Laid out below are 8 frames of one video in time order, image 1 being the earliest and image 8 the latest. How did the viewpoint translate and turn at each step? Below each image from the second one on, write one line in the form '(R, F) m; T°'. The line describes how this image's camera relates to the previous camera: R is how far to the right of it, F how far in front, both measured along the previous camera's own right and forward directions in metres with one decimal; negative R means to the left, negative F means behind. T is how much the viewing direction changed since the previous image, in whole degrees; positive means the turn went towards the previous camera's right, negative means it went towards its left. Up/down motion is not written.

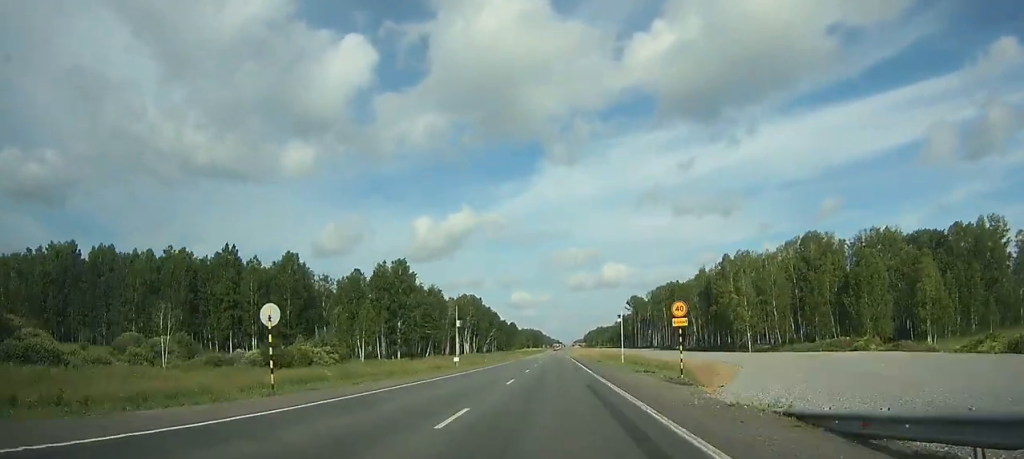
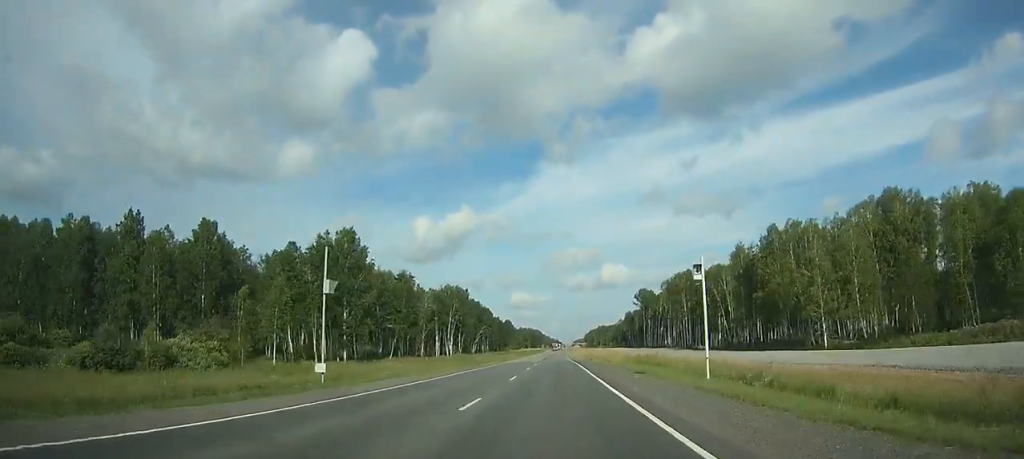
(-0.1, +32.9) m; 0°
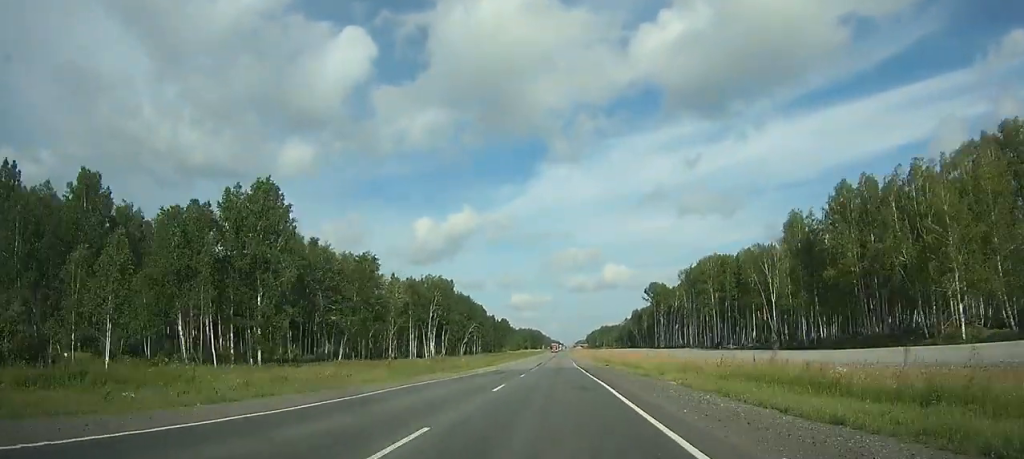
(-0.1, +29.8) m; 0°
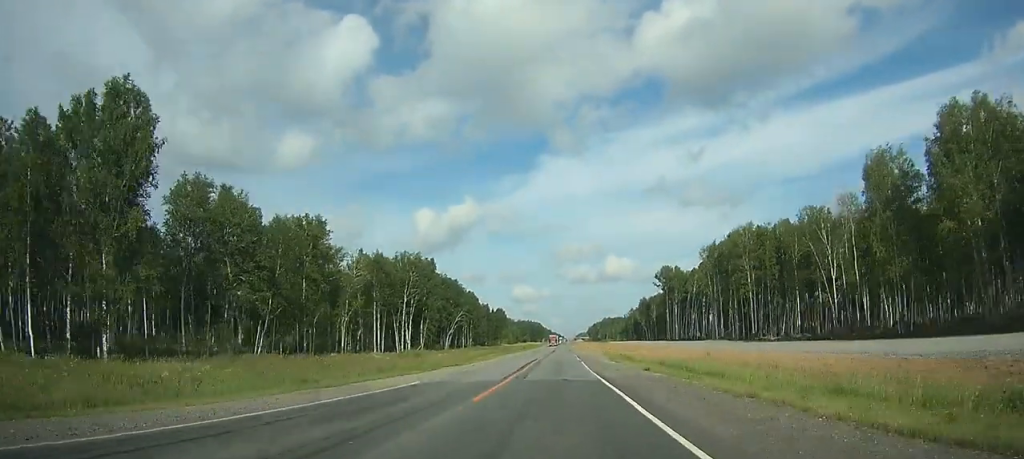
(0.0, +26.2) m; 0°
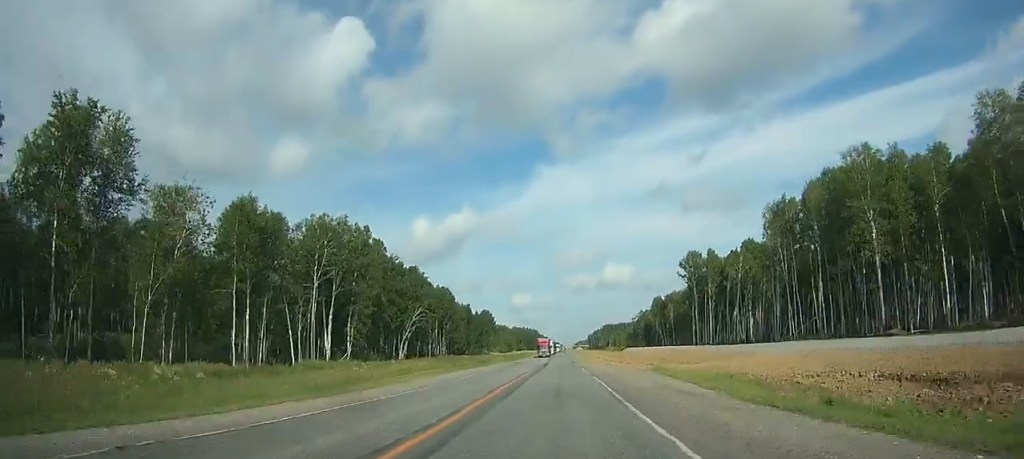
(+0.3, +46.4) m; +1°
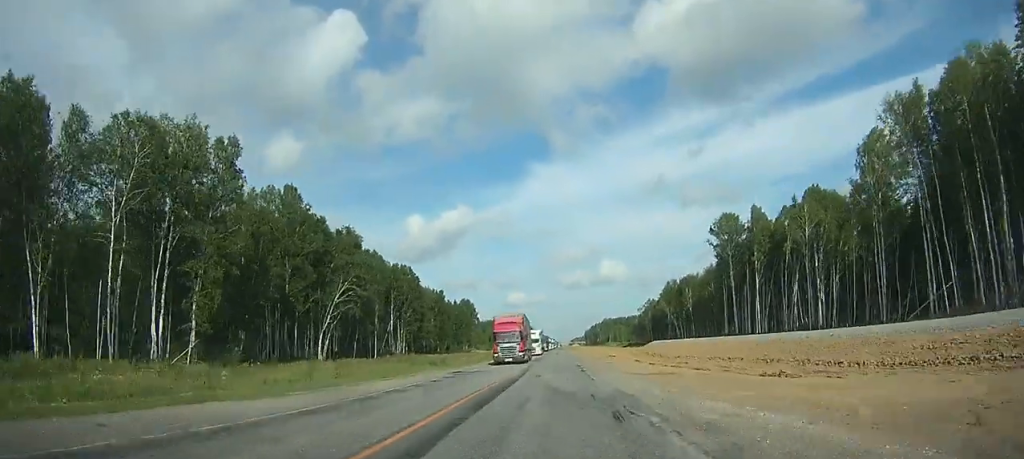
(+0.4, +41.1) m; 0°
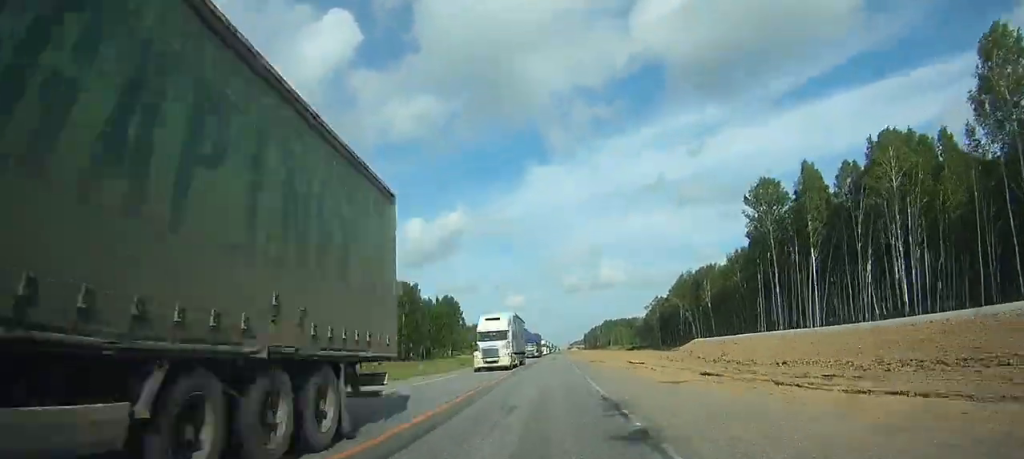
(-0.3, +27.8) m; -1°
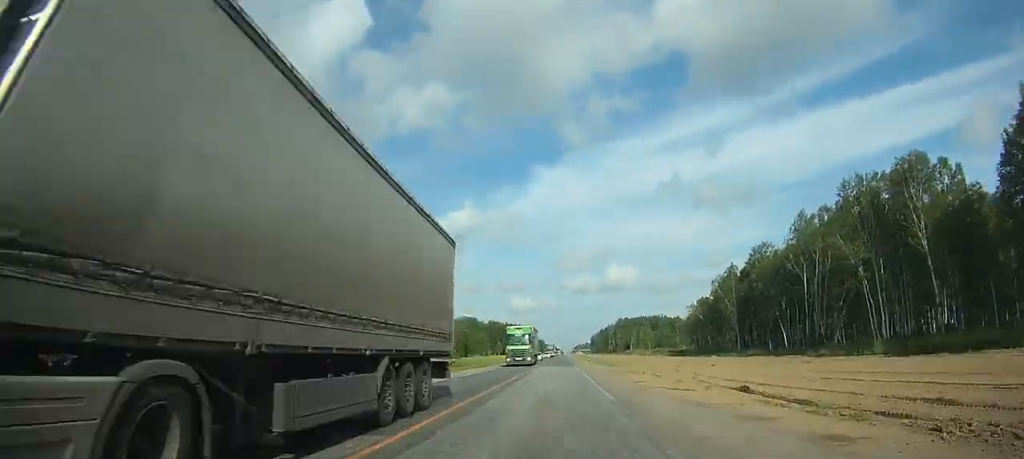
(-0.7, +97.8) m; 0°
